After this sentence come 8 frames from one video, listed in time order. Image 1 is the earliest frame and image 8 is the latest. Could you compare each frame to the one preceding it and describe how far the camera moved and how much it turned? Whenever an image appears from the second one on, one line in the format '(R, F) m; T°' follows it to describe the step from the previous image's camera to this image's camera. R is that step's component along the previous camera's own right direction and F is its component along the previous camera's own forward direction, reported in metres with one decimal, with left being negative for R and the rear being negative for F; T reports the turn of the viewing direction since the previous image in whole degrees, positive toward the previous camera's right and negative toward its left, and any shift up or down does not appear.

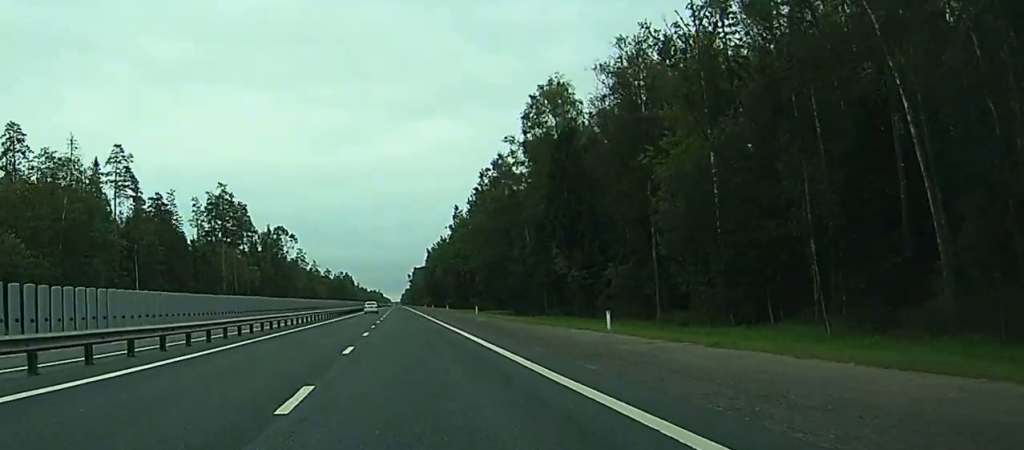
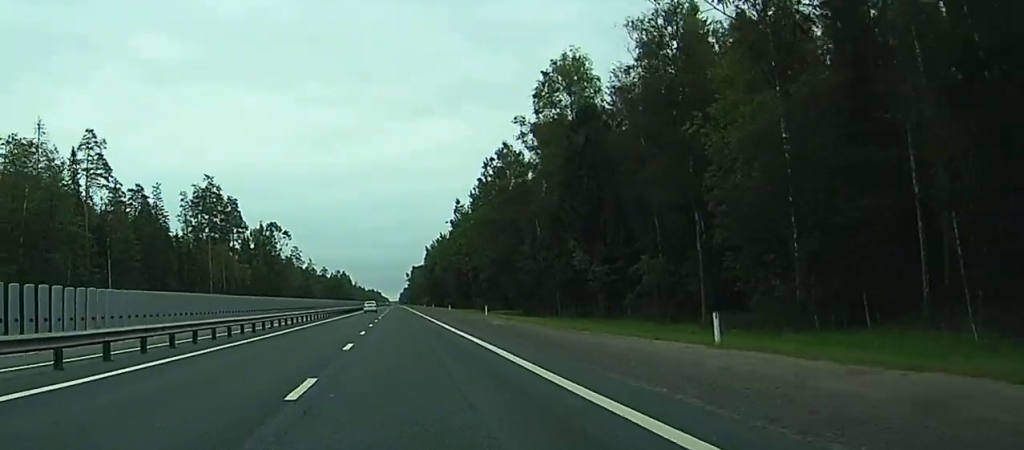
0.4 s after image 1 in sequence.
(0.0, +10.5) m; 0°
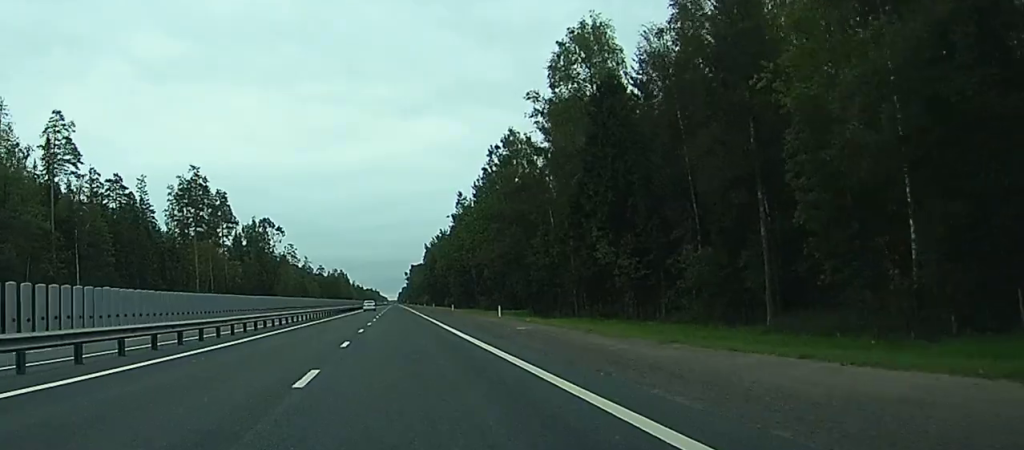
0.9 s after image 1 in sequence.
(0.0, +10.5) m; 0°
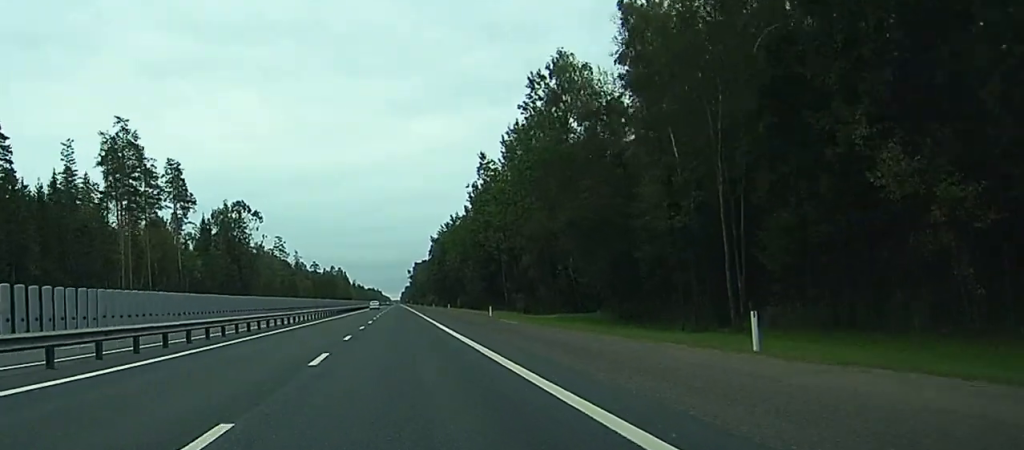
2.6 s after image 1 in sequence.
(+0.1, +42.7) m; +1°
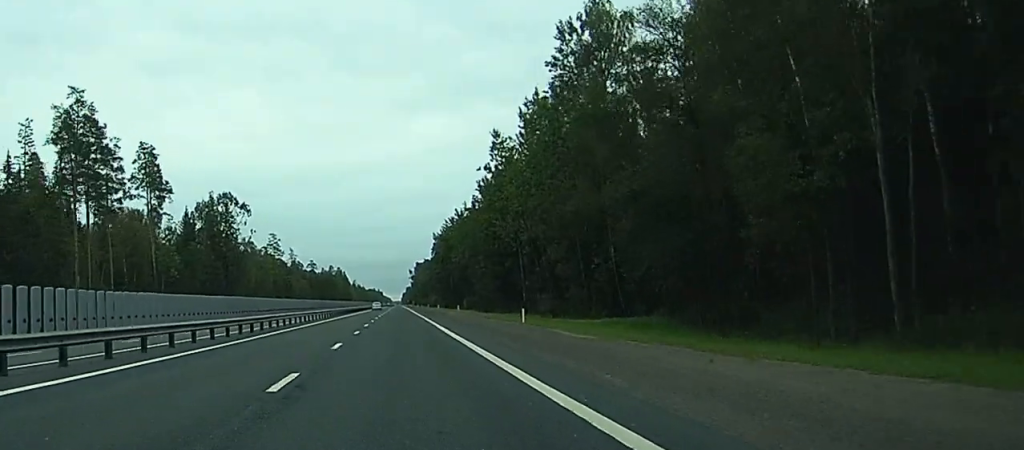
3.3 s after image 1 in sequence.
(+0.5, +16.9) m; -1°
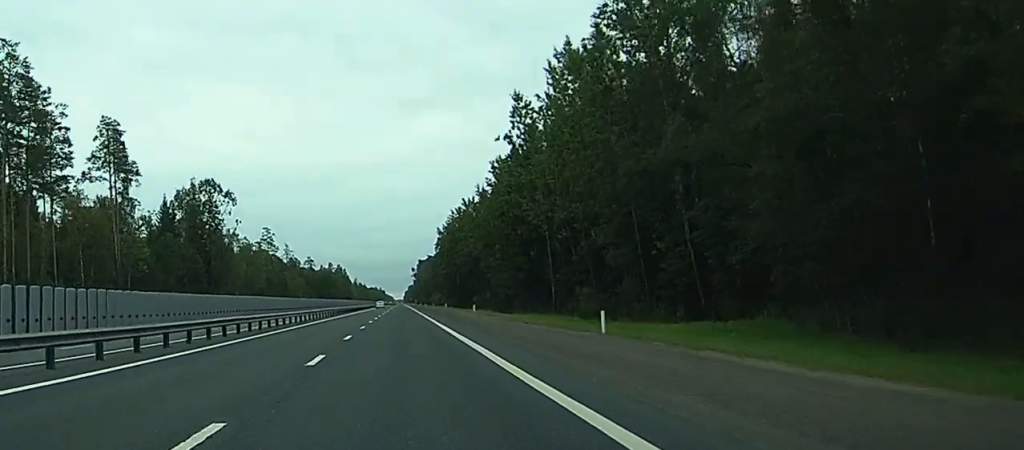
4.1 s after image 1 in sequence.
(-0.8, +18.3) m; -1°
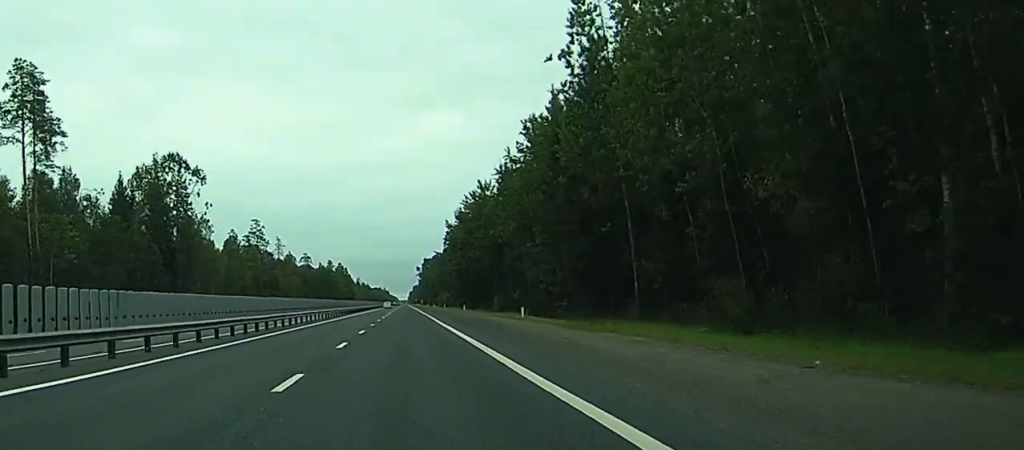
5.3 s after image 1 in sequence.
(+0.2, +28.7) m; +1°
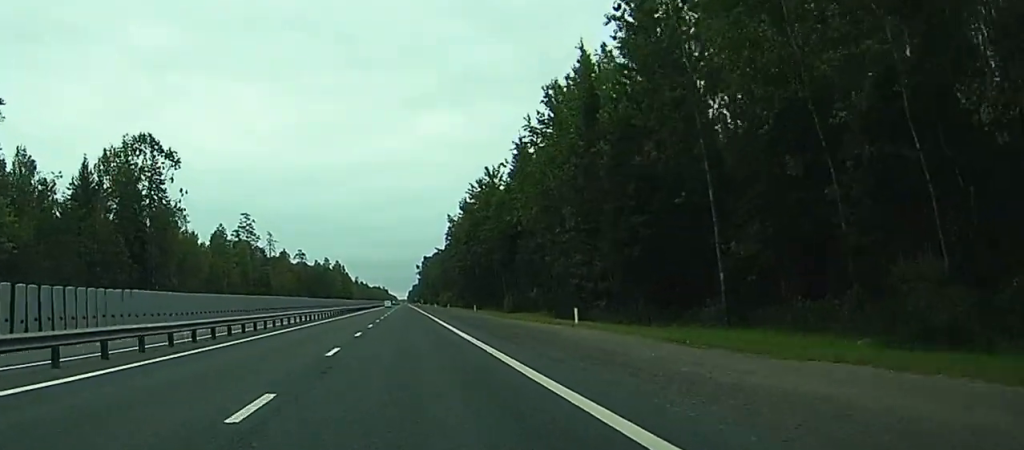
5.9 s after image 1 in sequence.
(+0.2, +15.3) m; +1°
